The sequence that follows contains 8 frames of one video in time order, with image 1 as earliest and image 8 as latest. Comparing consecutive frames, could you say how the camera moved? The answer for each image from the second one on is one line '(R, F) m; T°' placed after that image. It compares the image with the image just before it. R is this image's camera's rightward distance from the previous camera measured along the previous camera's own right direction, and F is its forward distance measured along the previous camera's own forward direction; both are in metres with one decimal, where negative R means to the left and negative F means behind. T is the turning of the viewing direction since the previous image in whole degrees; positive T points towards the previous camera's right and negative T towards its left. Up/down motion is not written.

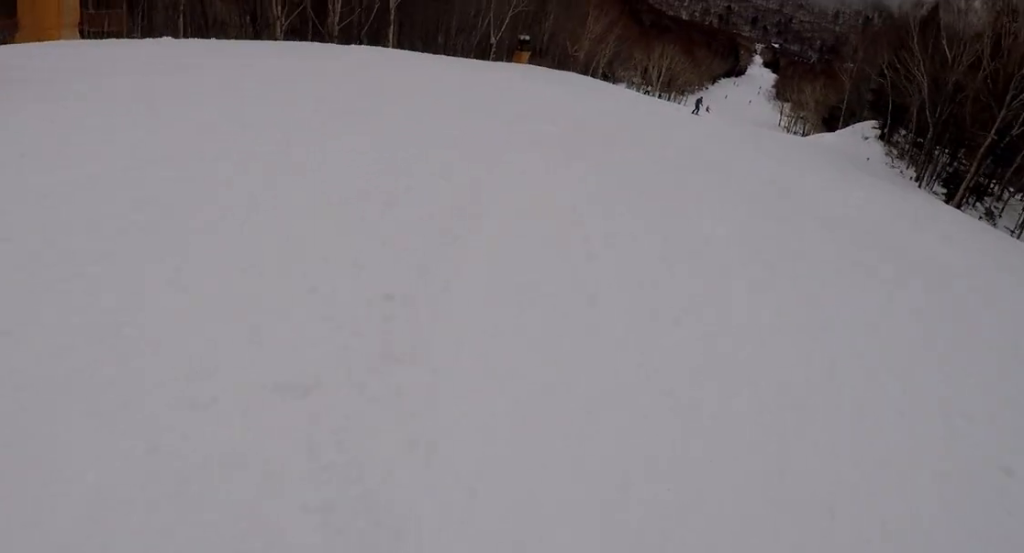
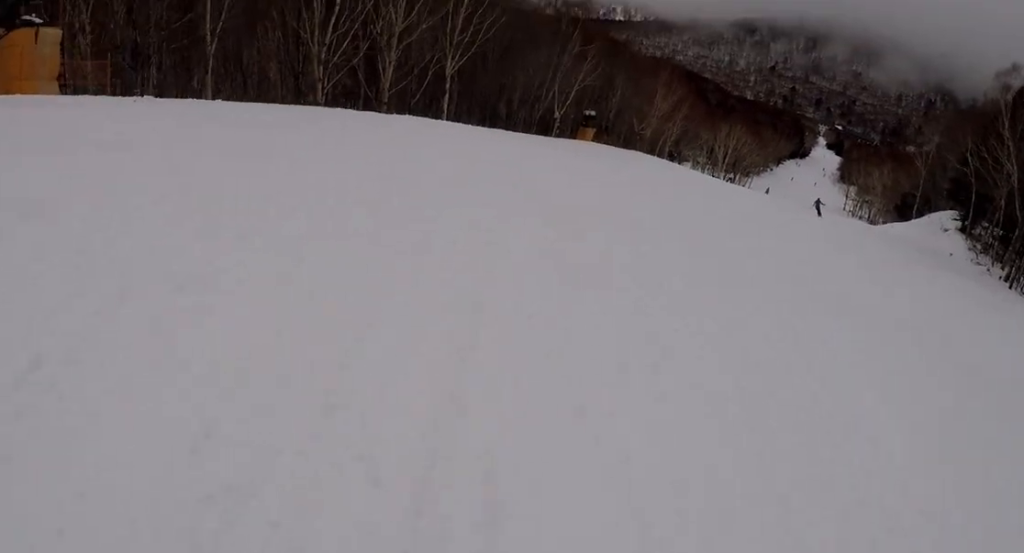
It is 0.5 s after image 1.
(-0.5, +4.3) m; +1°
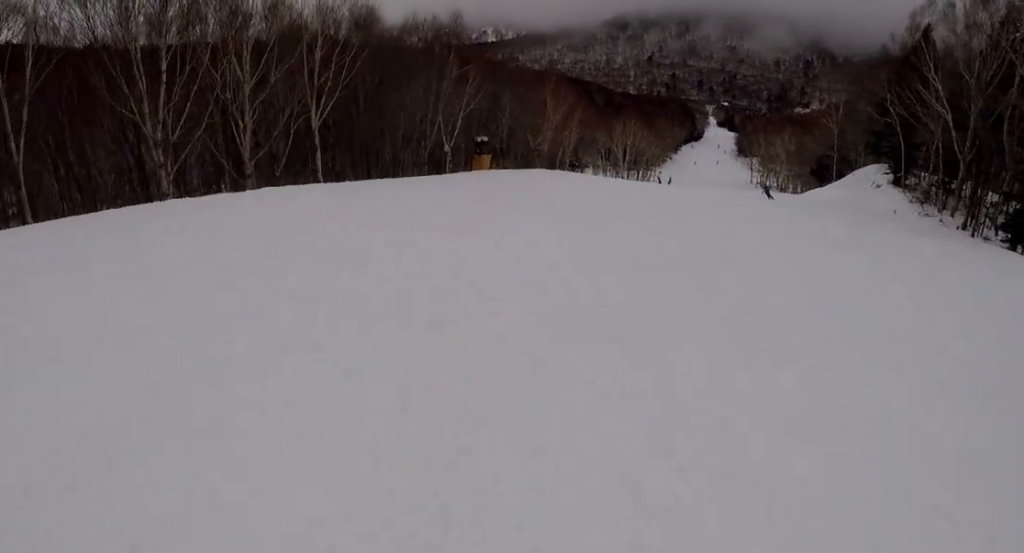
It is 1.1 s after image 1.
(+0.7, +5.4) m; +10°
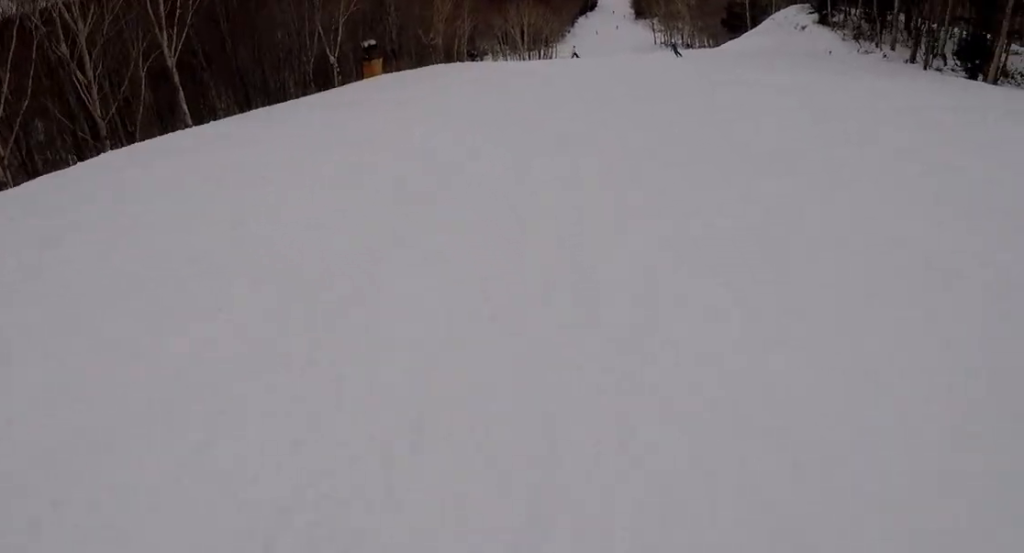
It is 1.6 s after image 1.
(+0.3, +4.3) m; +3°
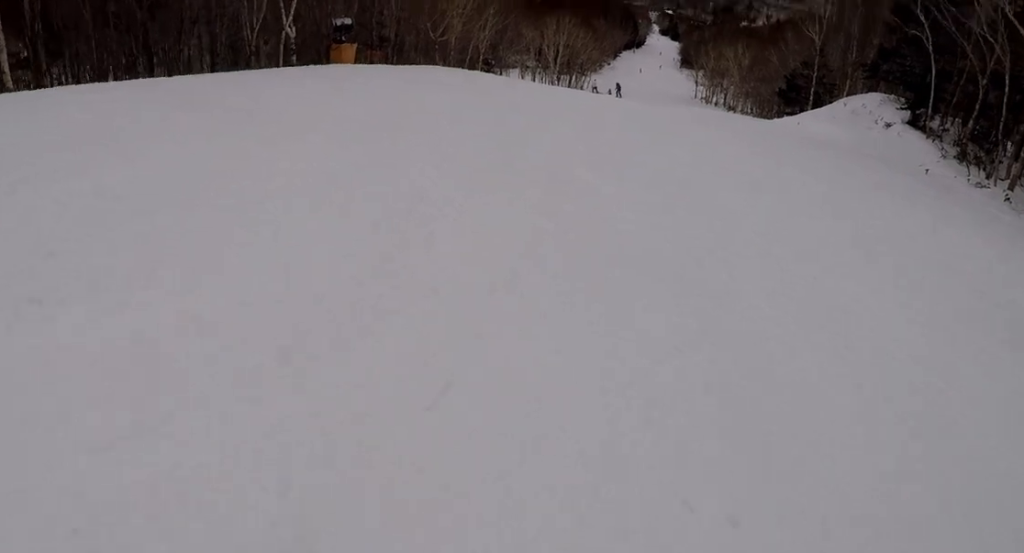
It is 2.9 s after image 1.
(-0.2, +11.9) m; -7°
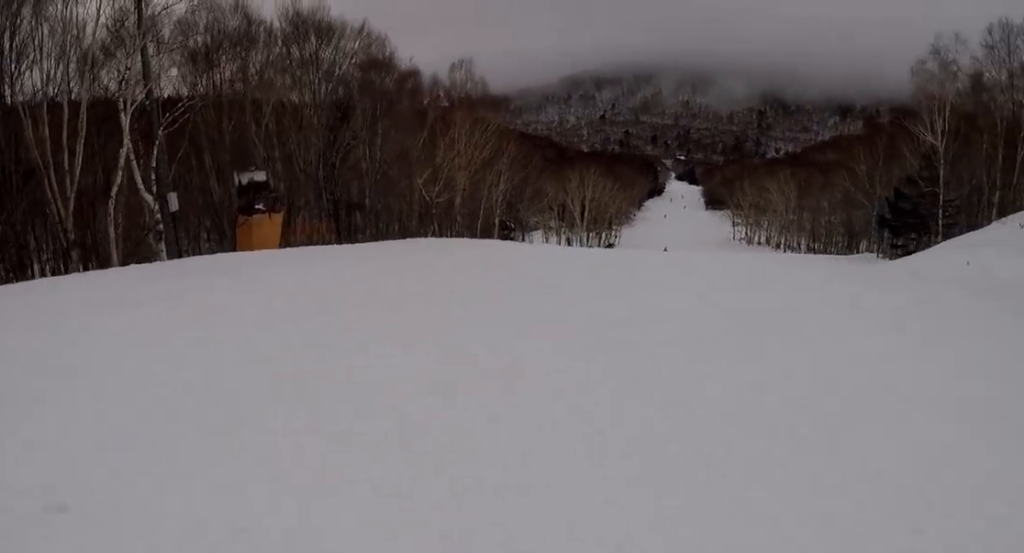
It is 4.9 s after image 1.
(-1.1, +17.9) m; +3°
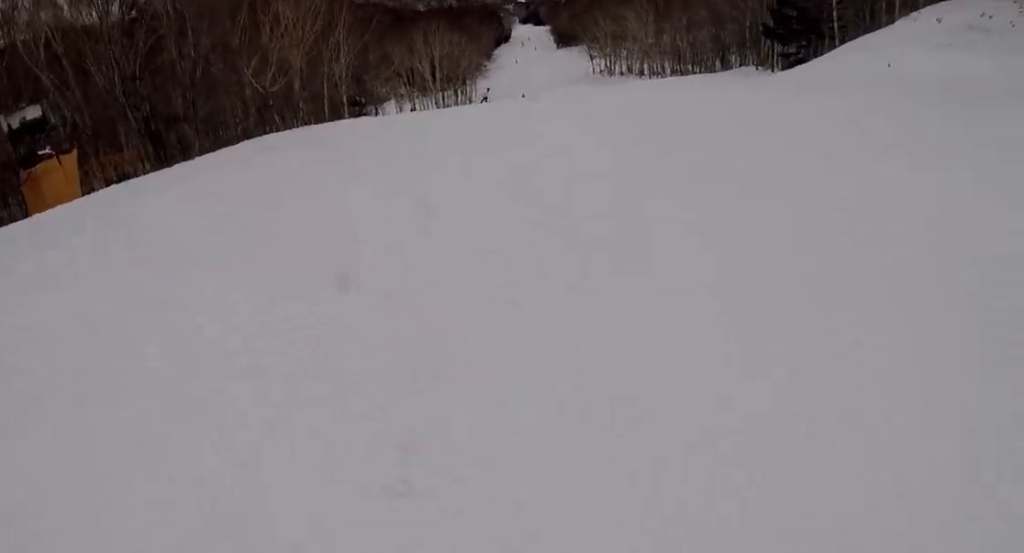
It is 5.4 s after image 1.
(-0.7, +4.3) m; +6°
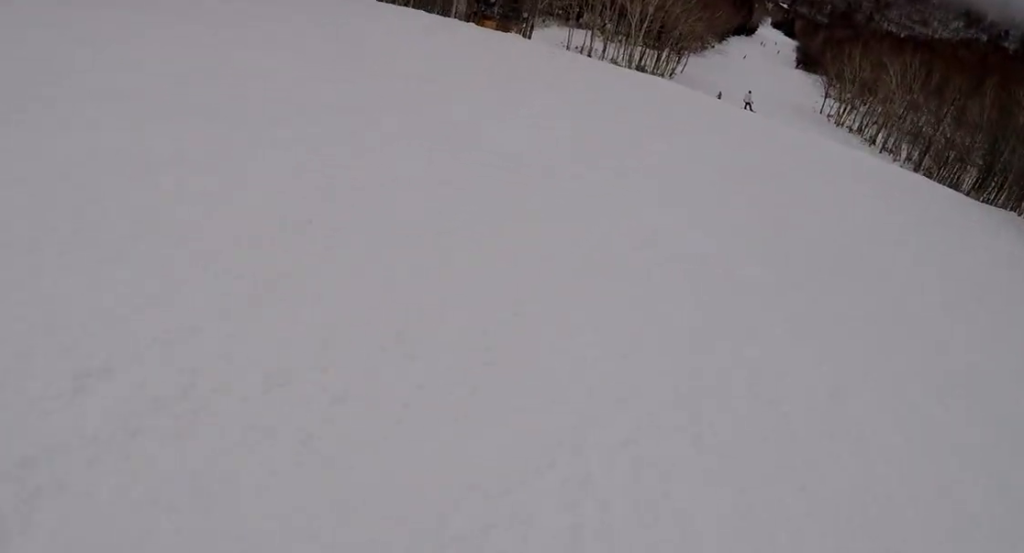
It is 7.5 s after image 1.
(+0.8, +17.6) m; -9°
